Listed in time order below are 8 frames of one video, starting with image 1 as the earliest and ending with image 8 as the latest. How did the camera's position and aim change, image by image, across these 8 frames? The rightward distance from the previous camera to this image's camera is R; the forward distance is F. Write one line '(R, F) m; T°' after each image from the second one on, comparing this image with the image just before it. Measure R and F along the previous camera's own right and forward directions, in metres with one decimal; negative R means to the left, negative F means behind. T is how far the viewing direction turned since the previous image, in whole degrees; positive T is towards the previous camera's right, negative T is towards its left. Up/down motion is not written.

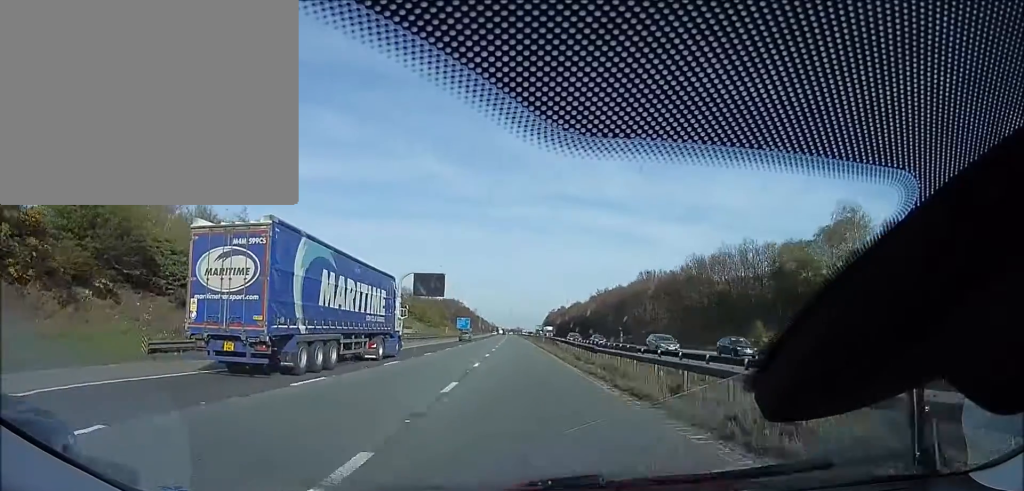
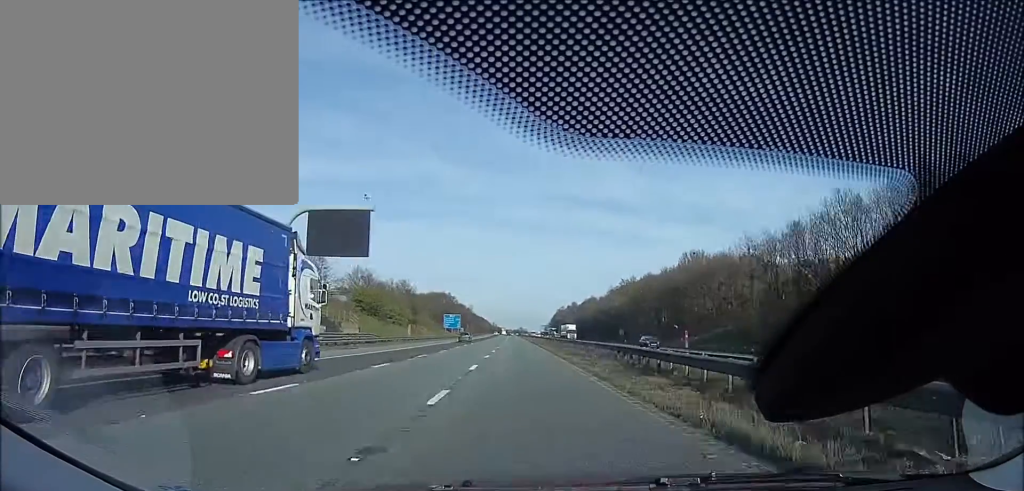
(-0.9, +38.9) m; 0°
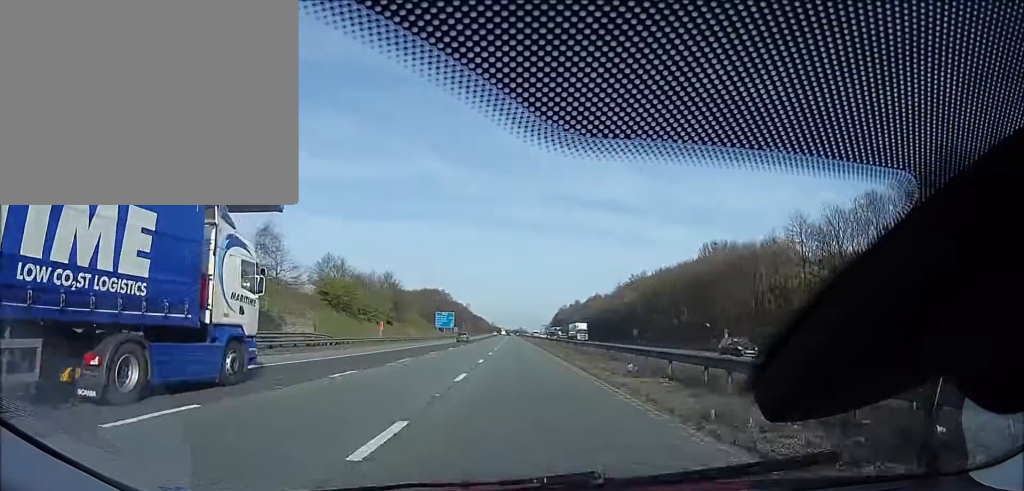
(+0.3, +13.3) m; 0°
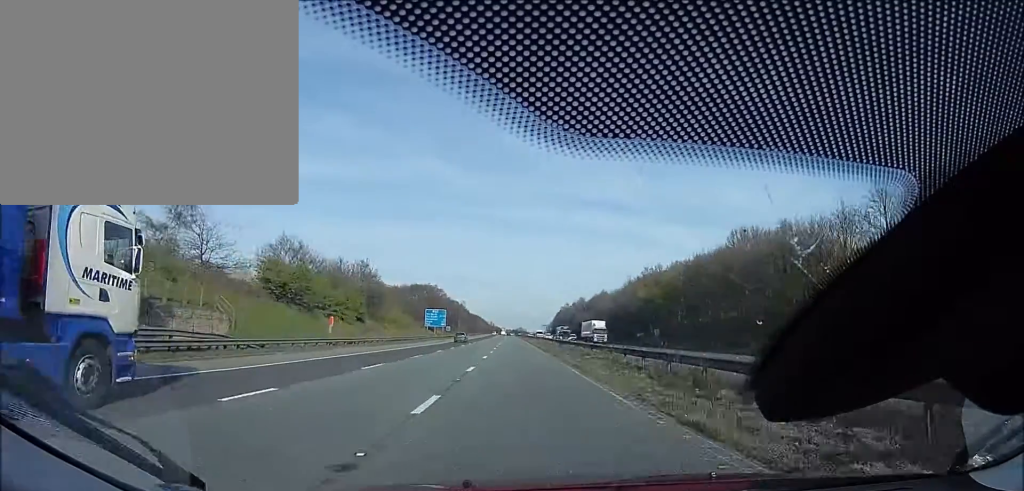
(+0.7, +14.4) m; 0°
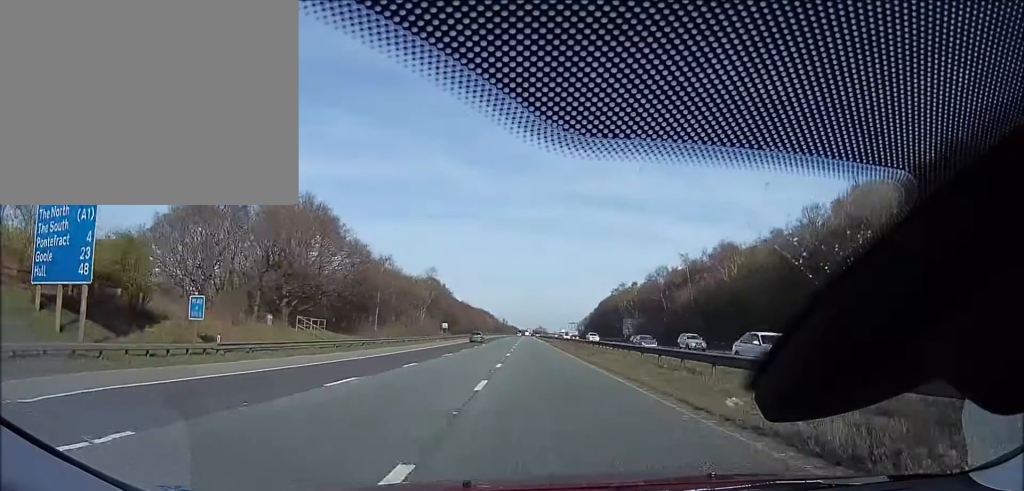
(-3.7, +95.2) m; -3°
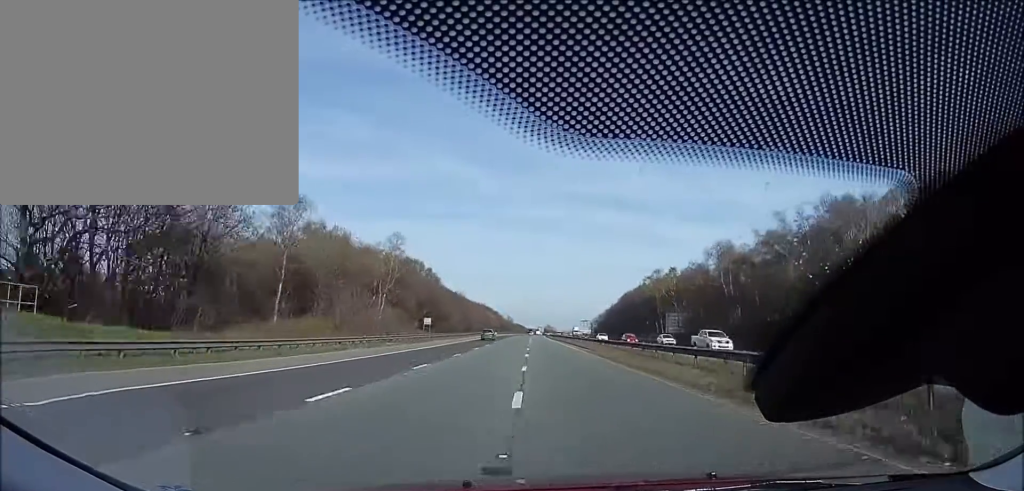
(0.0, +30.3) m; 0°
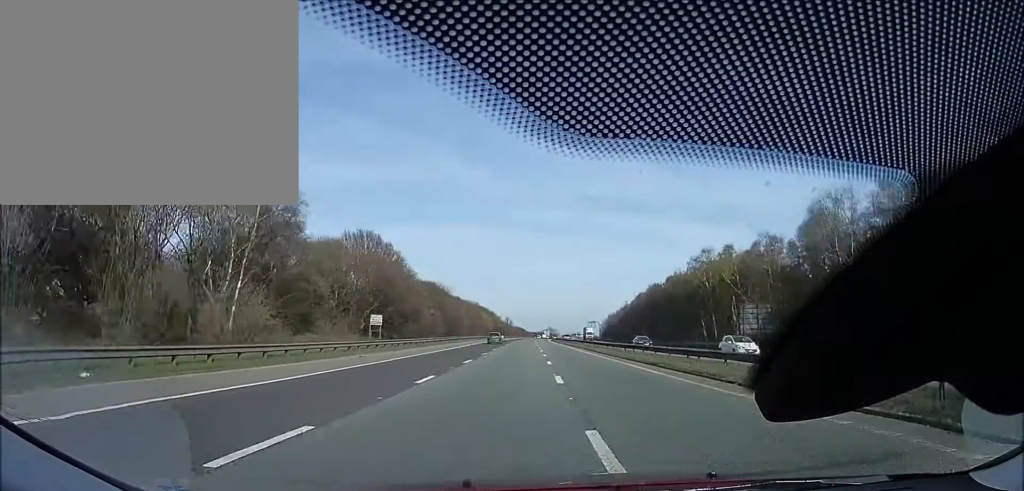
(0.0, +30.4) m; 0°
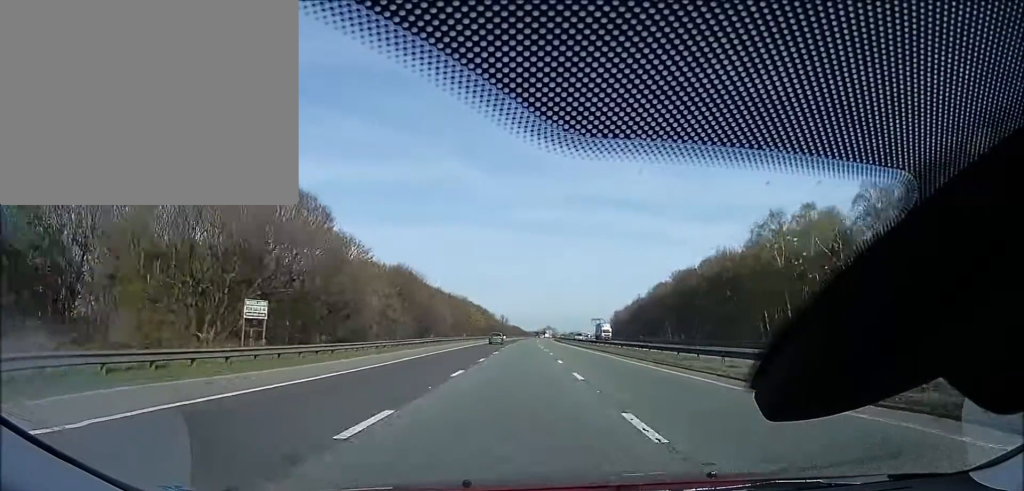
(0.0, +25.9) m; 0°
